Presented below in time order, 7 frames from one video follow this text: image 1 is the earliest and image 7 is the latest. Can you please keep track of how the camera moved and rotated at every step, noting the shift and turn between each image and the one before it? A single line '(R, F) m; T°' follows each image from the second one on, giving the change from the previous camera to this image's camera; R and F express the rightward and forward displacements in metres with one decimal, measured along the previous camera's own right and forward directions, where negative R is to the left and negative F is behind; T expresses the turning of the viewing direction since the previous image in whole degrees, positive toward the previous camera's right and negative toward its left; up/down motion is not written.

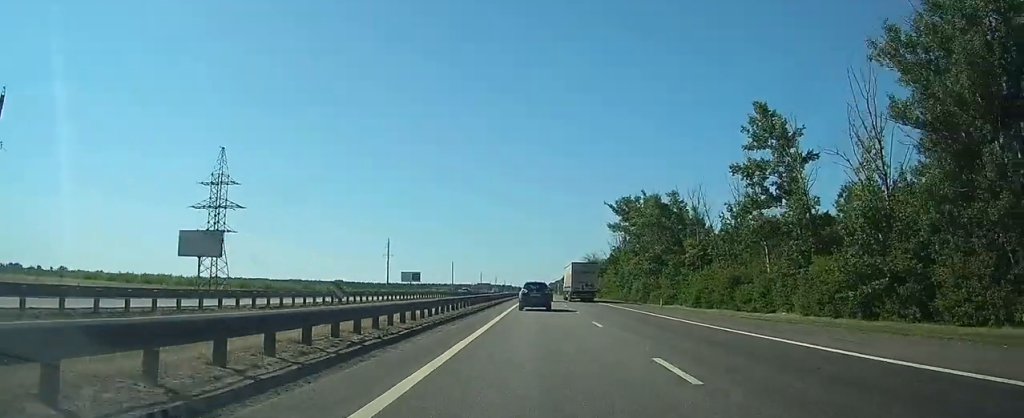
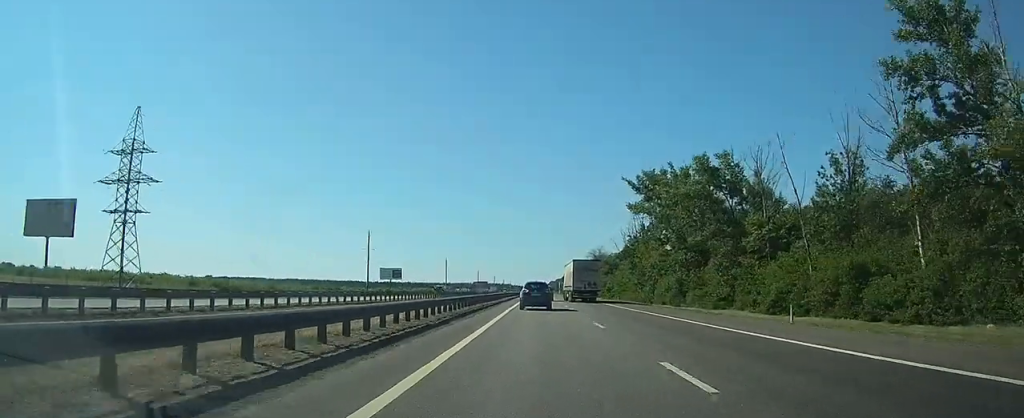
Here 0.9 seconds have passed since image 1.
(-0.1, +24.3) m; 0°
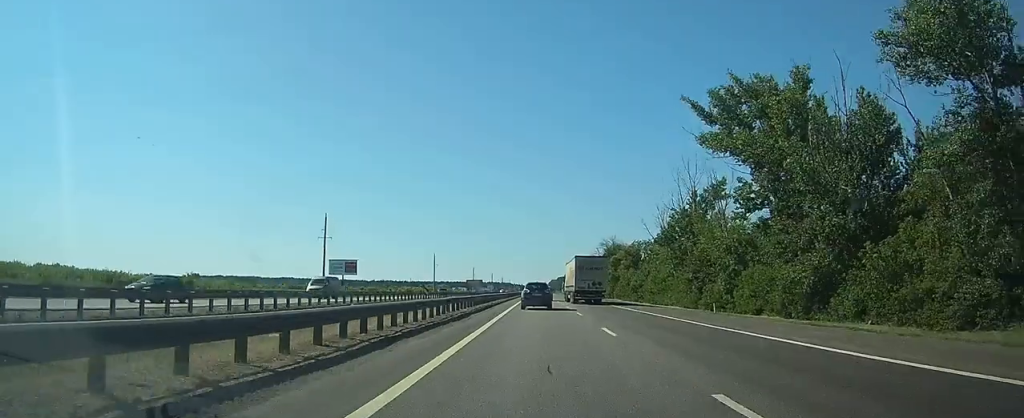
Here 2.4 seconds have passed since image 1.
(-0.1, +38.5) m; 0°
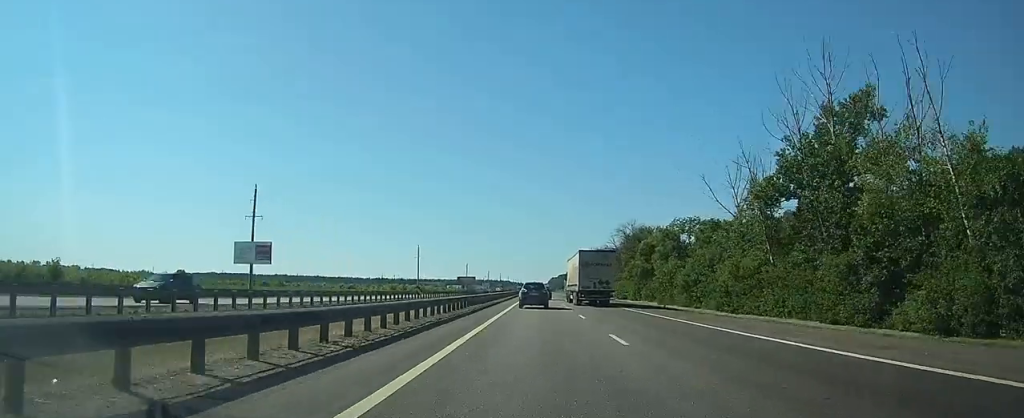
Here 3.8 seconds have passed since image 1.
(0.0, +38.0) m; 0°
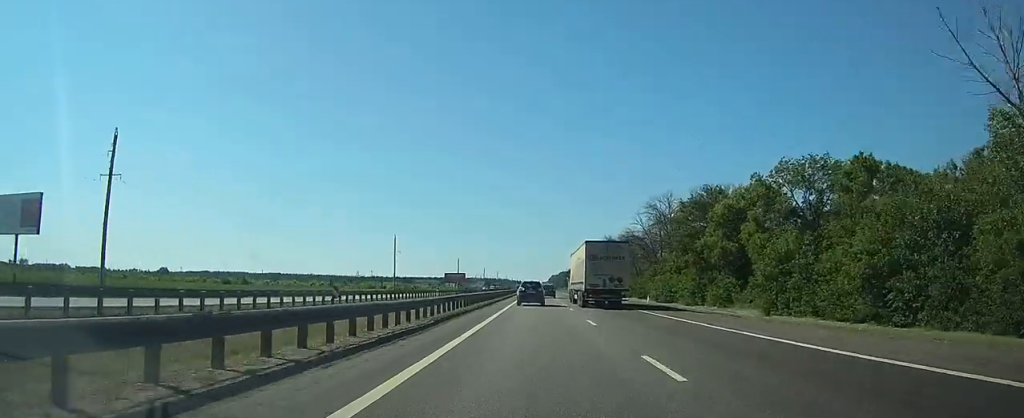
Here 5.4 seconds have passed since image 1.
(0.0, +41.2) m; 0°
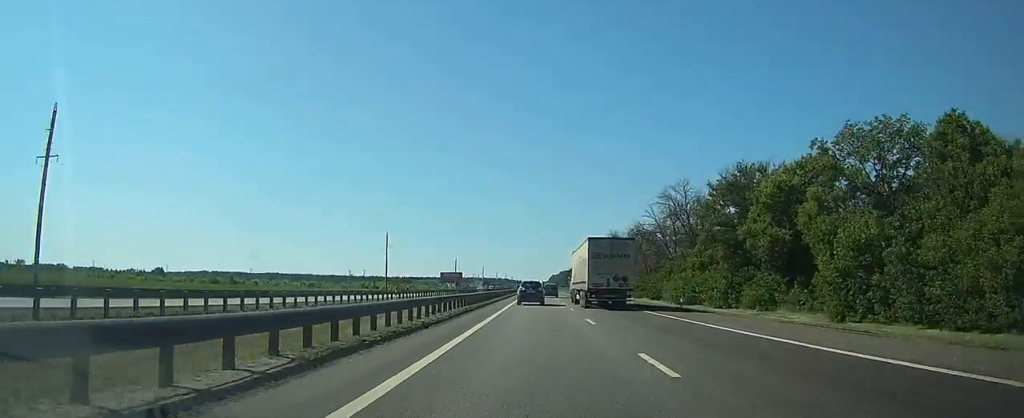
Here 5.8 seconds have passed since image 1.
(0.0, +11.7) m; 0°
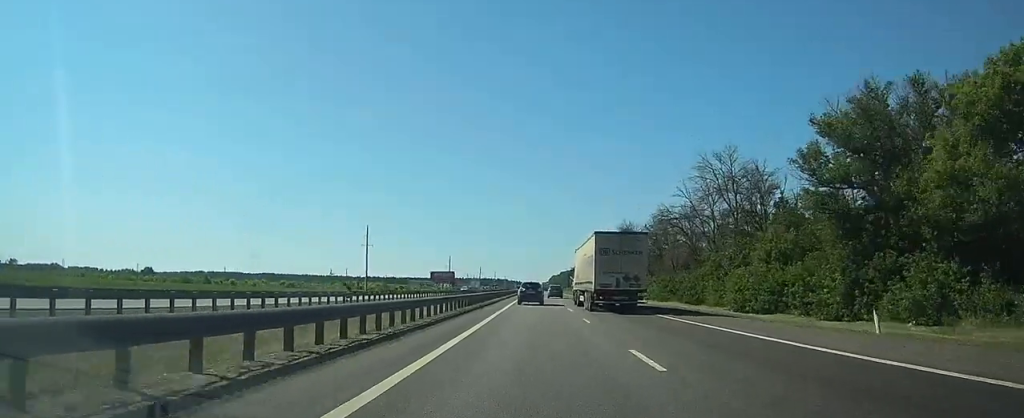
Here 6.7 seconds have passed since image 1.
(-0.1, +23.4) m; 0°
